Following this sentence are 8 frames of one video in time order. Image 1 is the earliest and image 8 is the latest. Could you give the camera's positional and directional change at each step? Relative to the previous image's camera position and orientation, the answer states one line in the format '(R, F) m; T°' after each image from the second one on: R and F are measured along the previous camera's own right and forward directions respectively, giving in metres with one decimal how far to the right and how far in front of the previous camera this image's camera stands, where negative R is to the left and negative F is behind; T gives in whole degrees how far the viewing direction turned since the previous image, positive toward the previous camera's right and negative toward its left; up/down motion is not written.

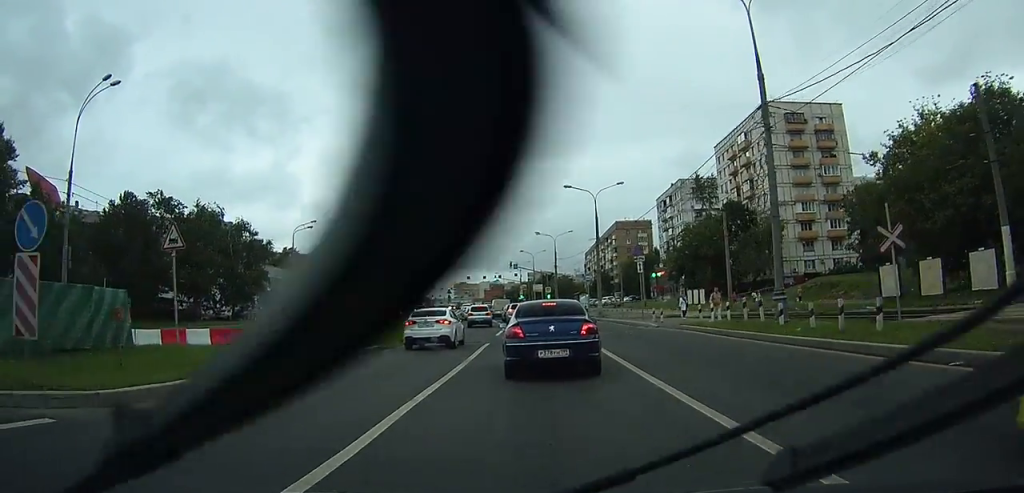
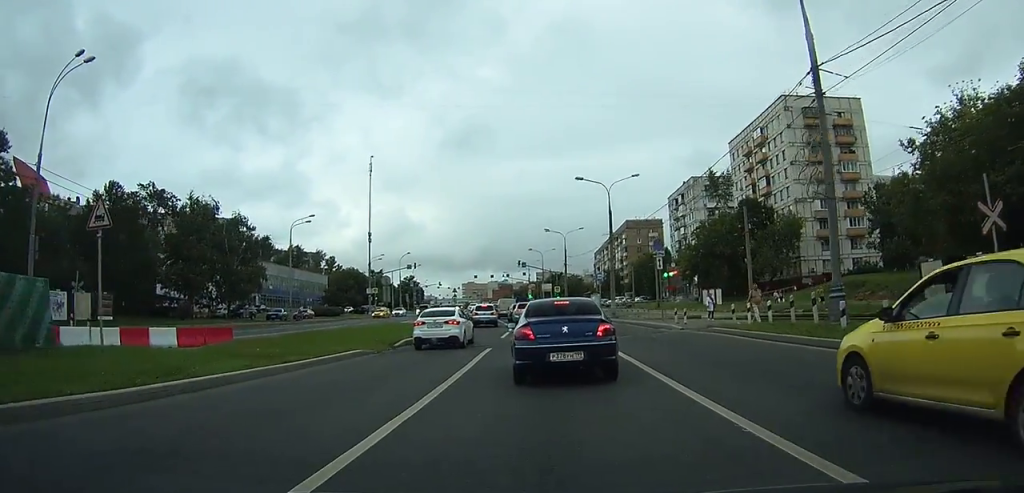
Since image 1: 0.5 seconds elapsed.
(0.0, +3.3) m; 0°
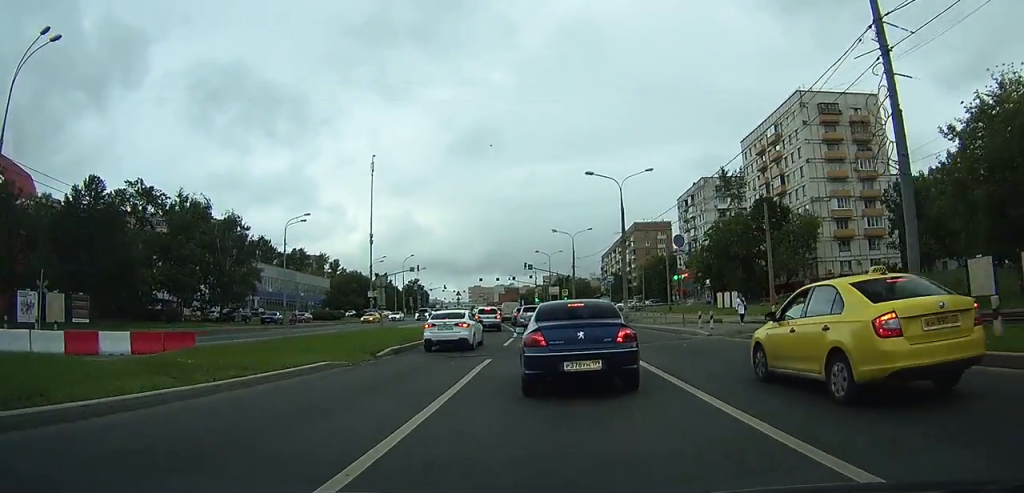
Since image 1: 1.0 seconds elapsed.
(0.0, +3.1) m; -1°
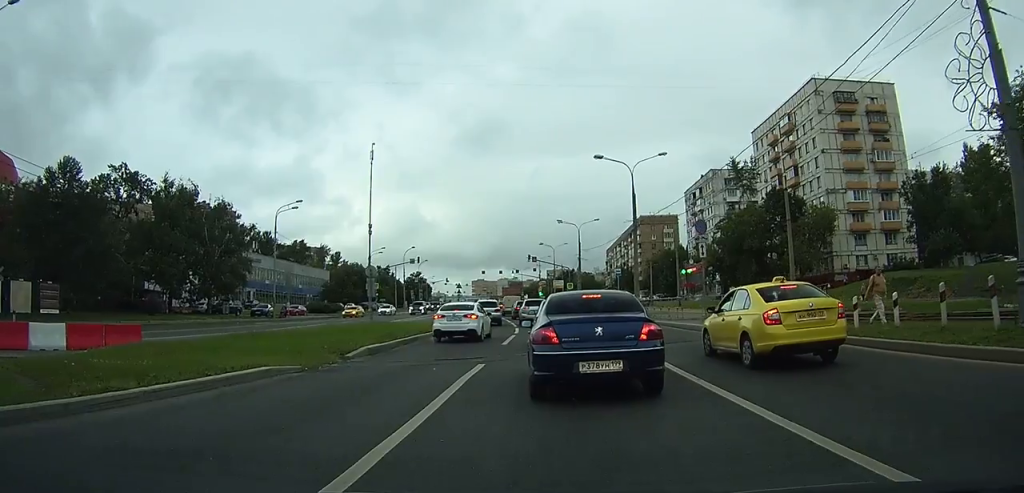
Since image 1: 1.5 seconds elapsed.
(0.0, +3.5) m; -1°
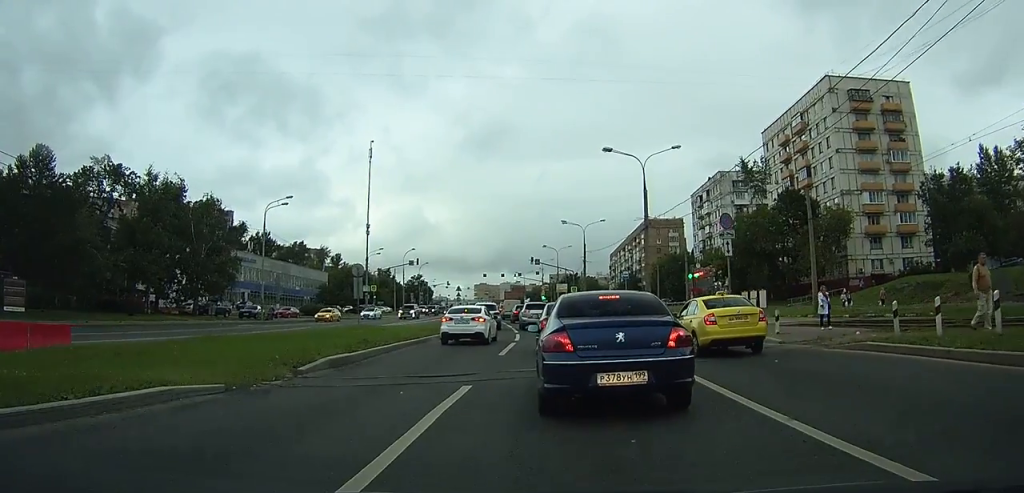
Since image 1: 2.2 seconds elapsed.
(0.0, +3.3) m; 0°
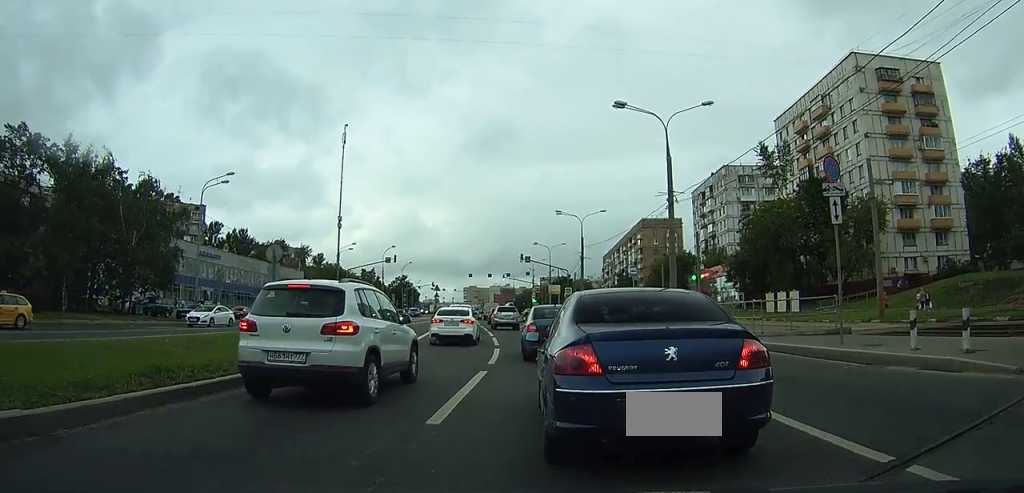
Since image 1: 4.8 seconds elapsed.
(+0.2, +10.6) m; +1°
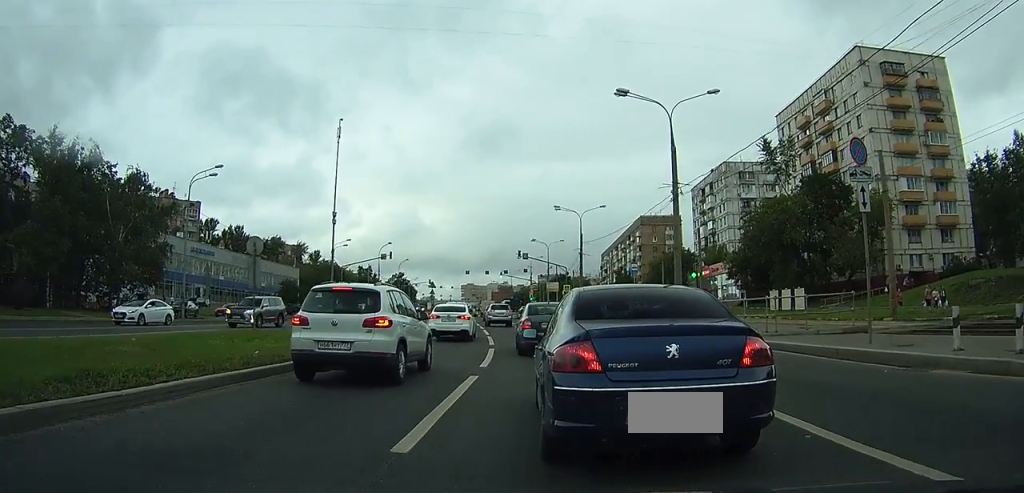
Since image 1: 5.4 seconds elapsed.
(0.0, +1.6) m; -1°
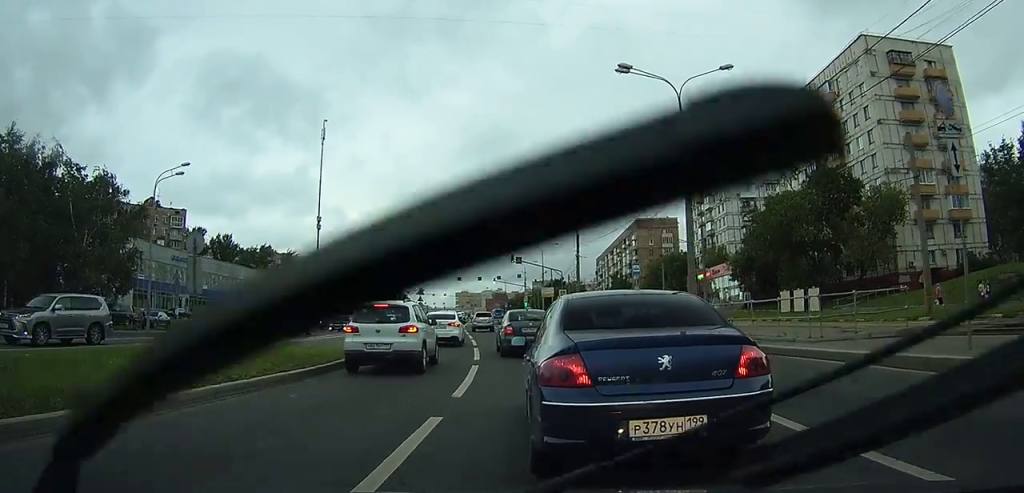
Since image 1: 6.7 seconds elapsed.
(-0.1, +3.8) m; -1°
